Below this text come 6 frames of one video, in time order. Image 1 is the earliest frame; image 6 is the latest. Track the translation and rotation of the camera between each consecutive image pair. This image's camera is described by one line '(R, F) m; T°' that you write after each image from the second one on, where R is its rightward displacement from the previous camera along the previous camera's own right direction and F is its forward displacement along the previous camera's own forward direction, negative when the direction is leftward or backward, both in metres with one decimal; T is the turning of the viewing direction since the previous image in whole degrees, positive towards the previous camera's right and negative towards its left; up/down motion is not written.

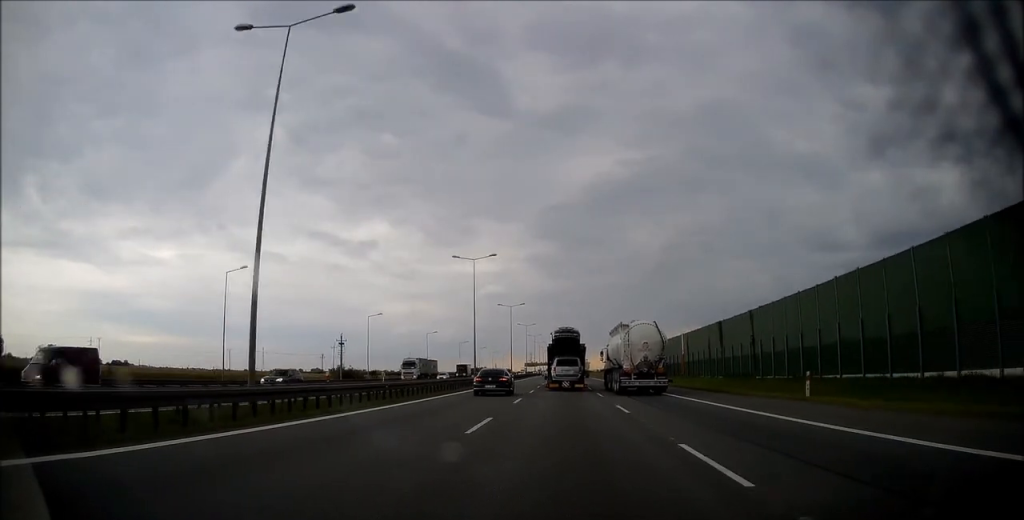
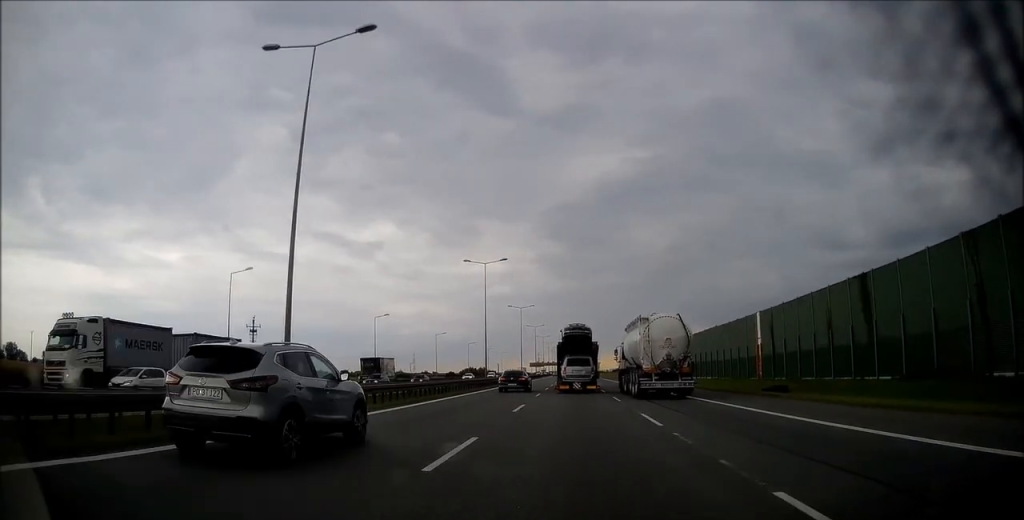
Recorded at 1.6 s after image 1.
(-0.5, +40.5) m; -1°
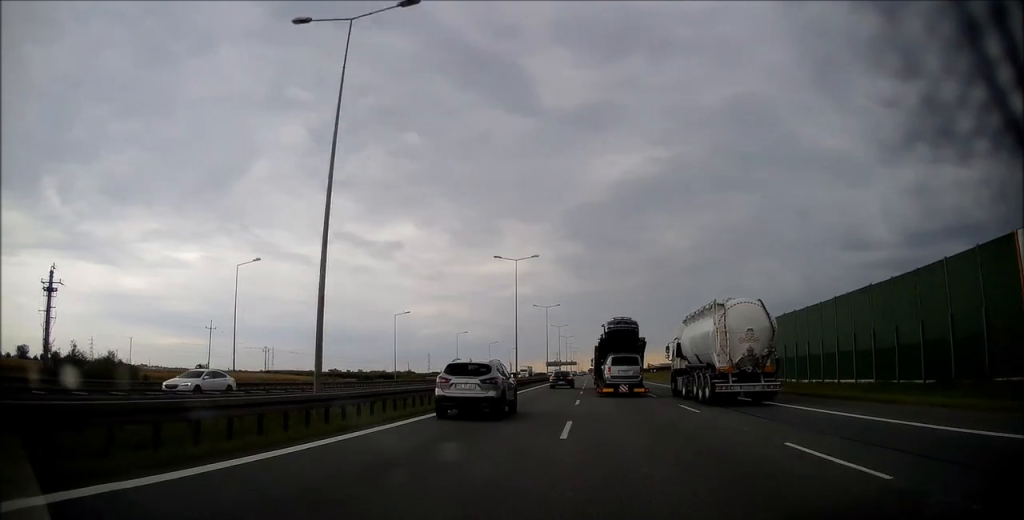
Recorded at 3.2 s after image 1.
(-0.6, +43.6) m; -2°
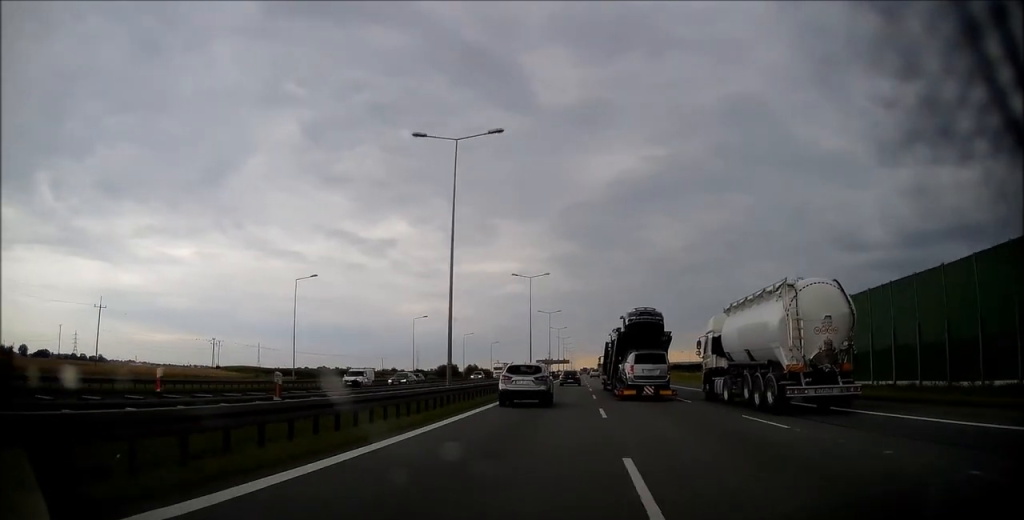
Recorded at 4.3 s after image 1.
(0.0, +30.7) m; 0°
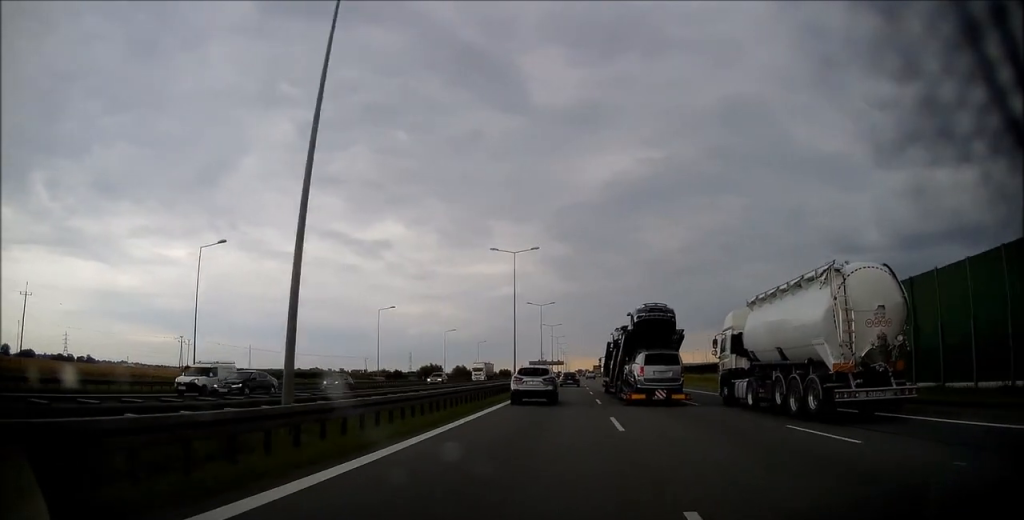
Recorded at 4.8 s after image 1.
(0.0, +15.5) m; 0°
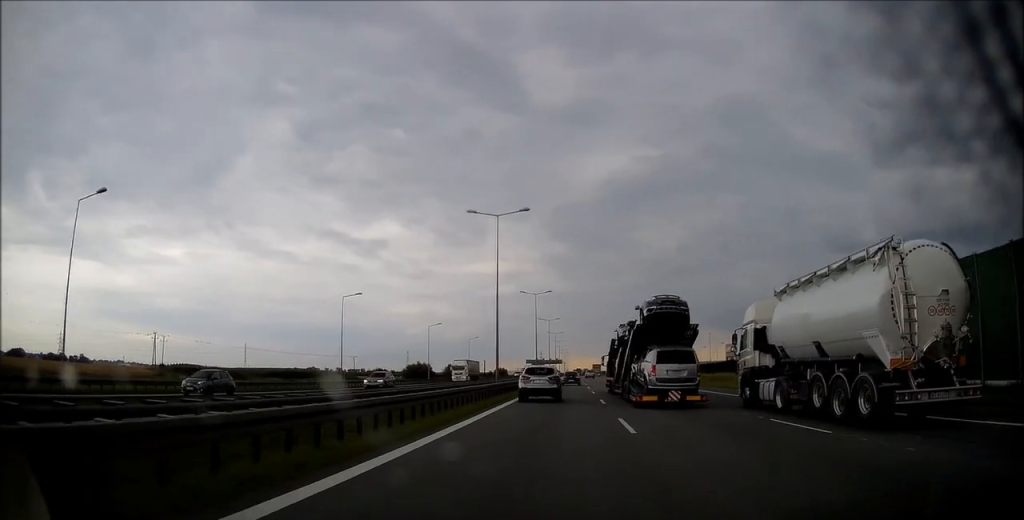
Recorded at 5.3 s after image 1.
(-0.1, +12.5) m; 0°
